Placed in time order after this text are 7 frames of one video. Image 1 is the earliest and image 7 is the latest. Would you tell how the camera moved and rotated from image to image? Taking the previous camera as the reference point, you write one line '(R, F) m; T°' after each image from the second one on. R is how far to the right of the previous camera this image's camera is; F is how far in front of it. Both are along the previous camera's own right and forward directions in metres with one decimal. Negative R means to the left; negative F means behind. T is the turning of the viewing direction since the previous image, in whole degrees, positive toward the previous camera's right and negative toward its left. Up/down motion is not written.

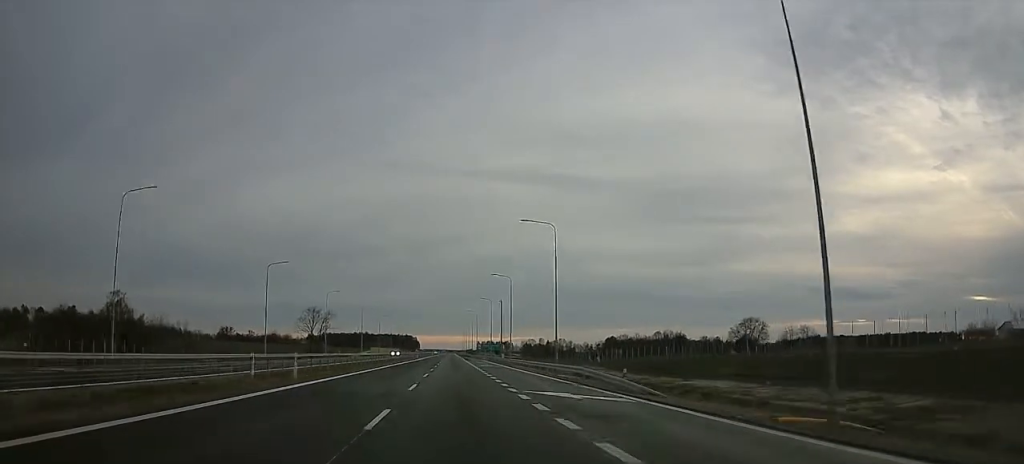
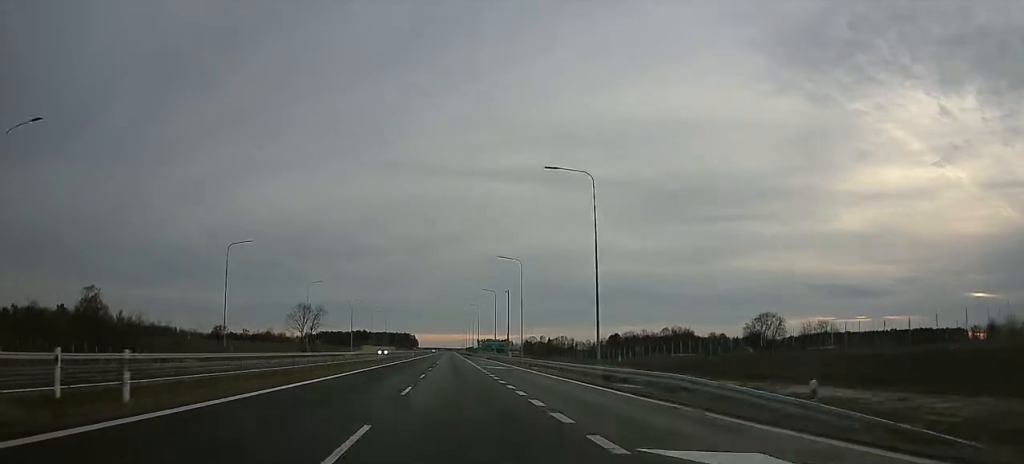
(-0.4, +15.4) m; -1°
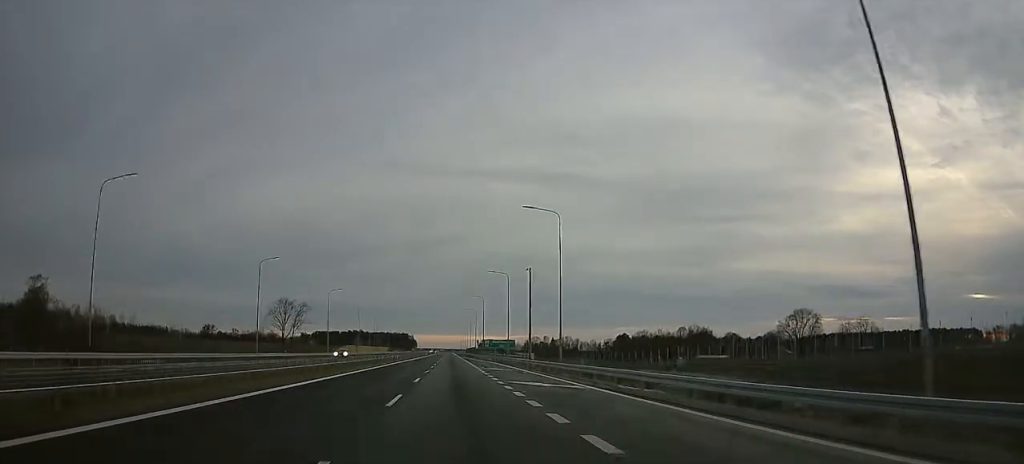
(-0.3, +27.8) m; -1°
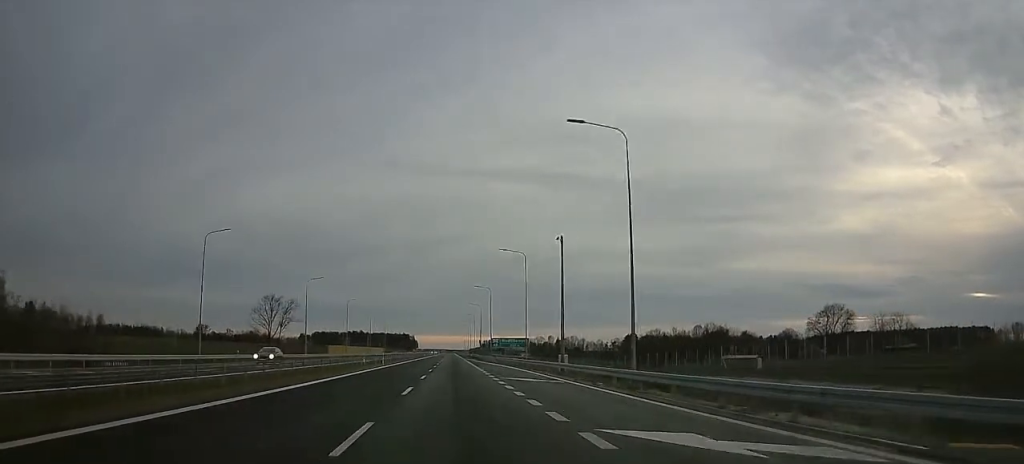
(0.0, +19.6) m; 0°
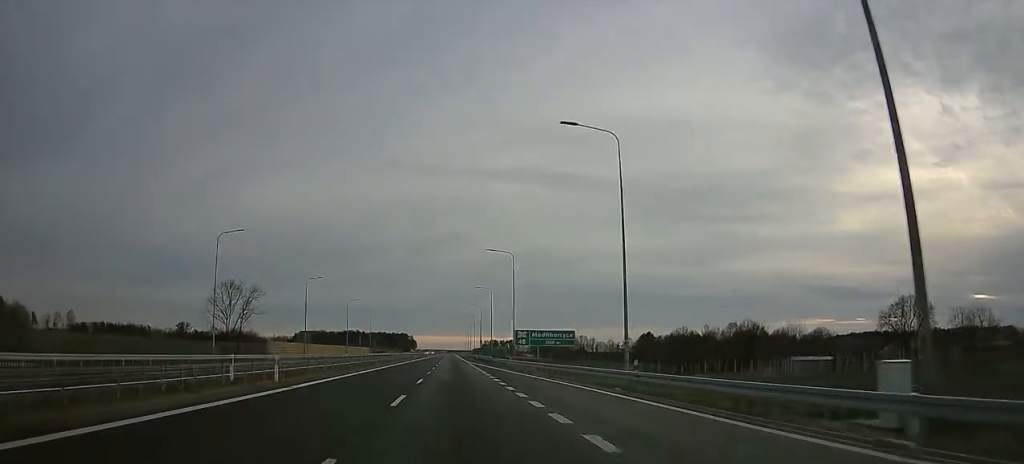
(0.0, +40.2) m; 0°
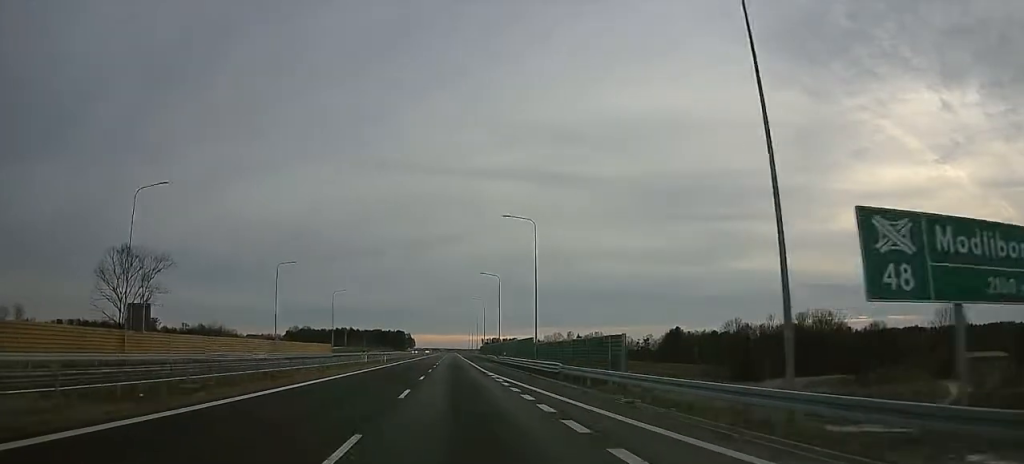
(+0.3, +57.7) m; +1°
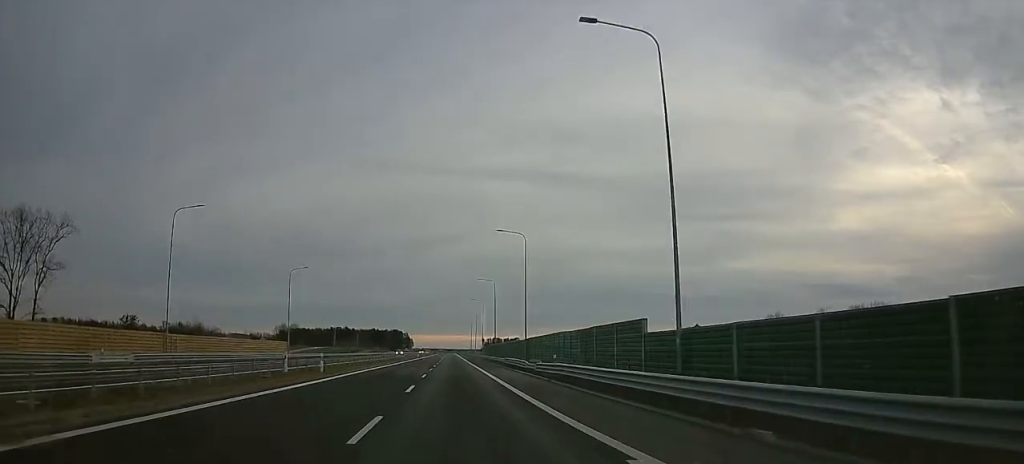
(+0.3, +33.0) m; 0°
